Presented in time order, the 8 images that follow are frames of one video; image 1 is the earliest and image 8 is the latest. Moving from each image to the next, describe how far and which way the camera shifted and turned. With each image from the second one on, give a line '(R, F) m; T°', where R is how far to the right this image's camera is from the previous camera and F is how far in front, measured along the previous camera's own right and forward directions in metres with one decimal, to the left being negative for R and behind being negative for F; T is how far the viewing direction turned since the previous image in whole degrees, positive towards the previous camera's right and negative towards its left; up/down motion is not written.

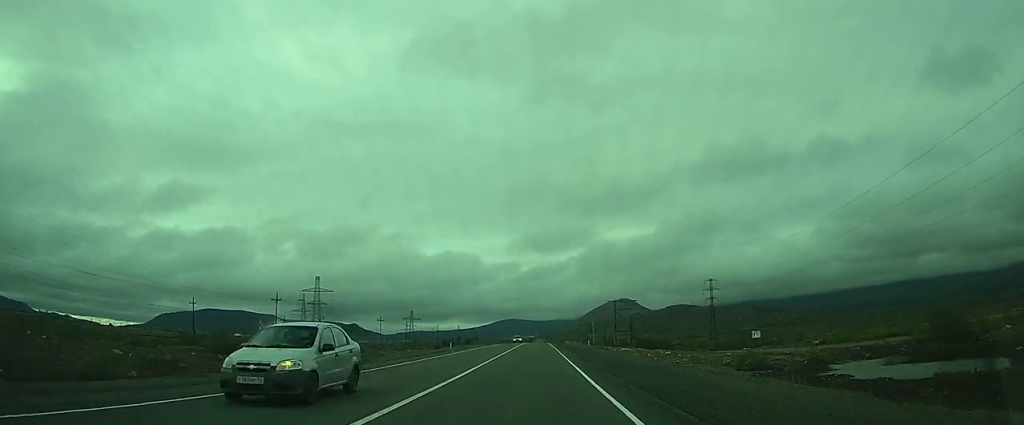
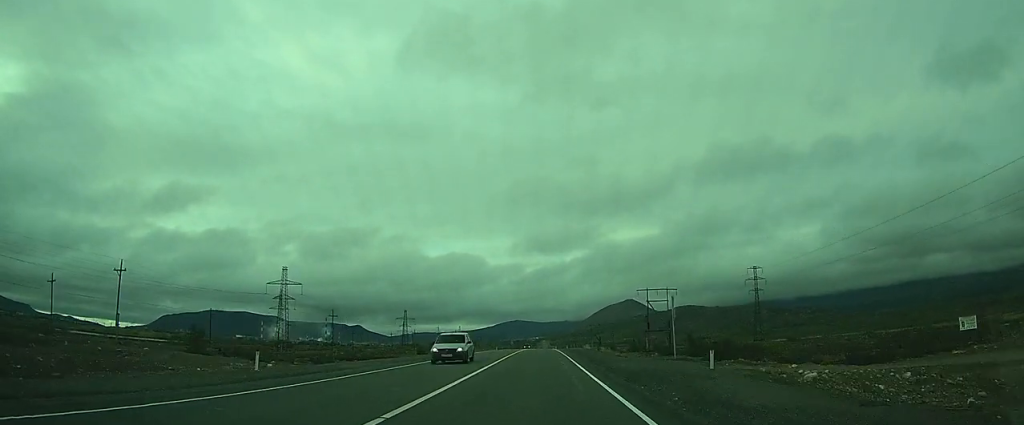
(+0.9, +48.0) m; -1°
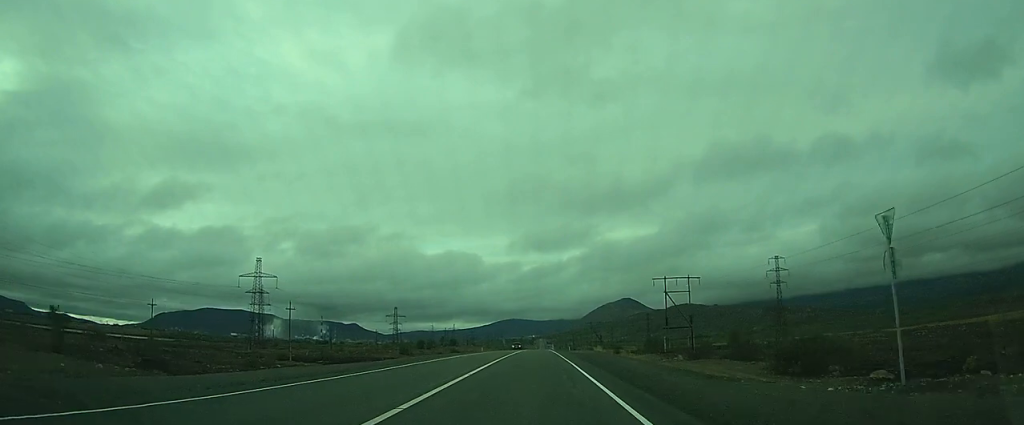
(-0.3, +22.9) m; -1°
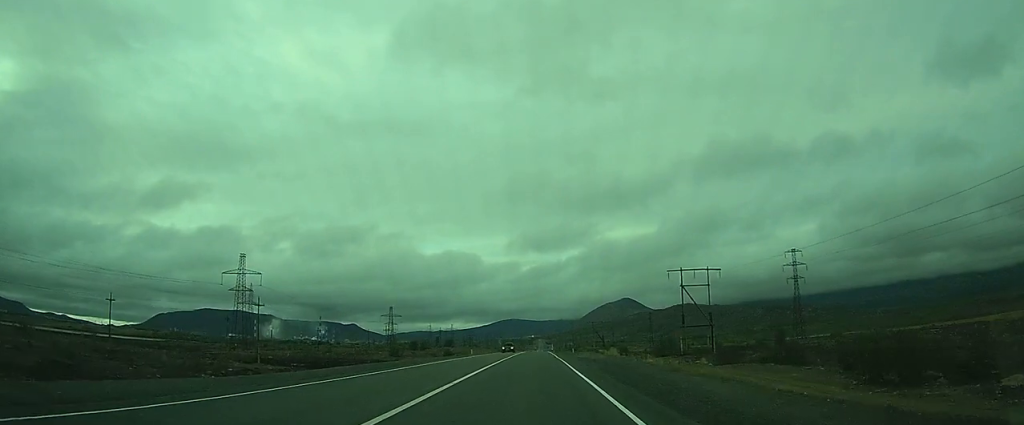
(0.0, +13.6) m; +1°
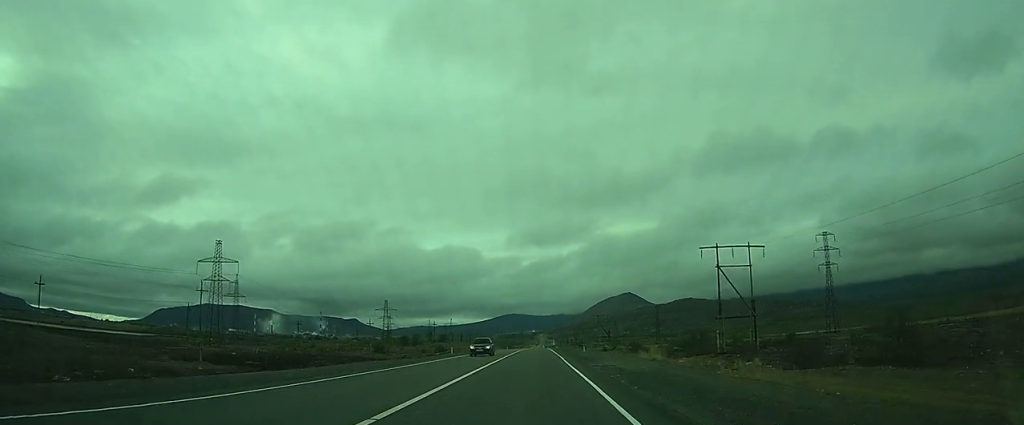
(+0.3, +19.4) m; +1°
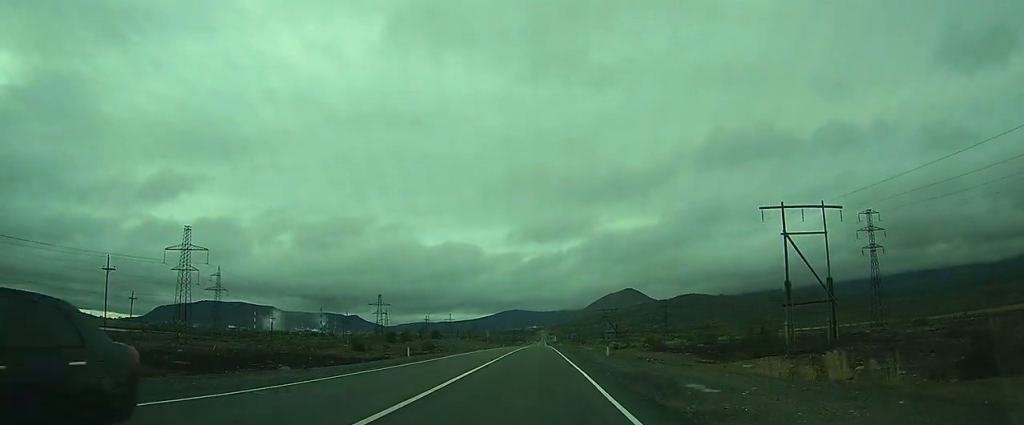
(+0.1, +21.4) m; 0°
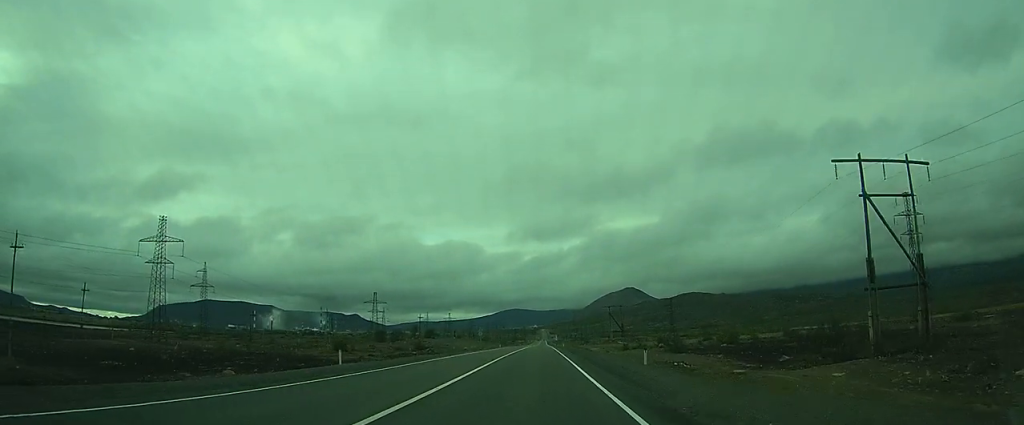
(-0.2, +14.7) m; -1°
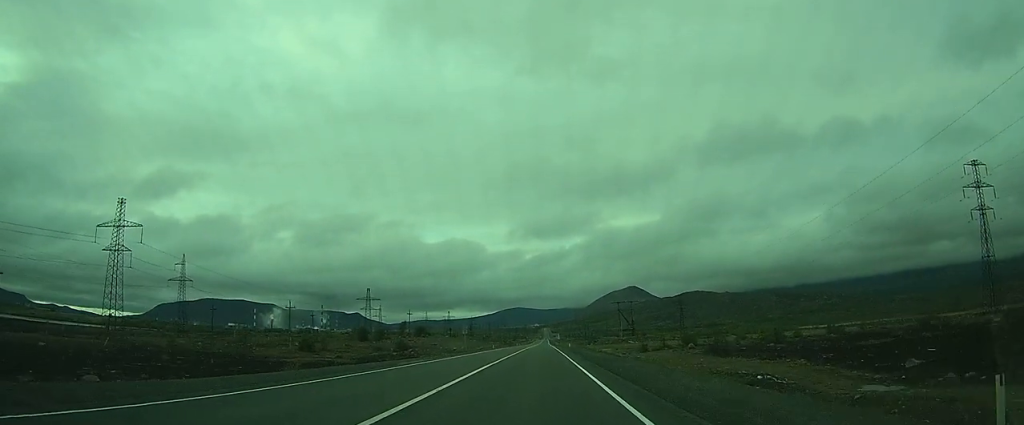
(0.0, +21.2) m; 0°
